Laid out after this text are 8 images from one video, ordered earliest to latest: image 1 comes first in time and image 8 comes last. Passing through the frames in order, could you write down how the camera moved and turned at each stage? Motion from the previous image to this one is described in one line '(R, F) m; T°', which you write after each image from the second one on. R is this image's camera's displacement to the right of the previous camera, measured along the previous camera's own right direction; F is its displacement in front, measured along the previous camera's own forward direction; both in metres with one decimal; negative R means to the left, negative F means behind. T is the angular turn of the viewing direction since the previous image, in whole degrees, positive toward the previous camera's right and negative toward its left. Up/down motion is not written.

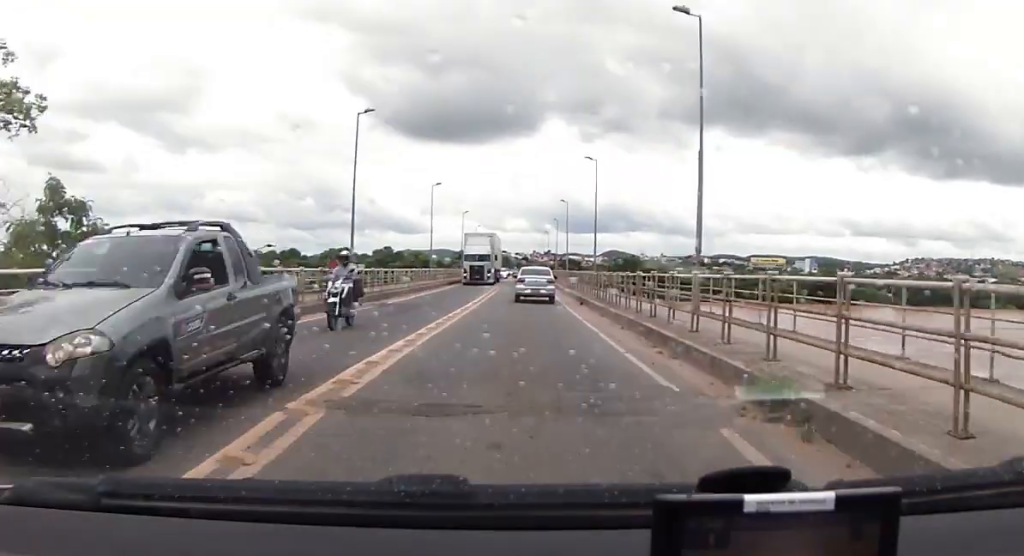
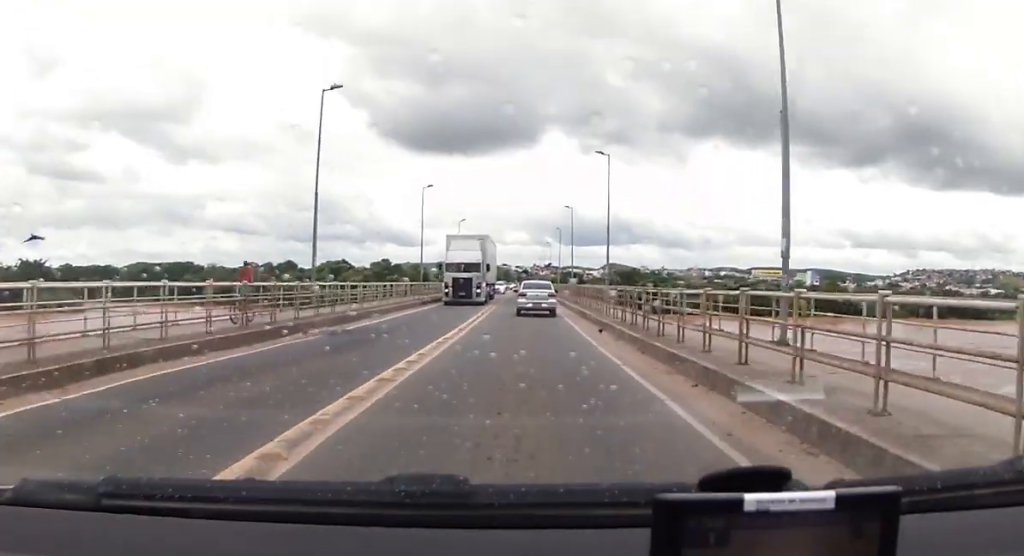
(-0.2, +6.7) m; -1°
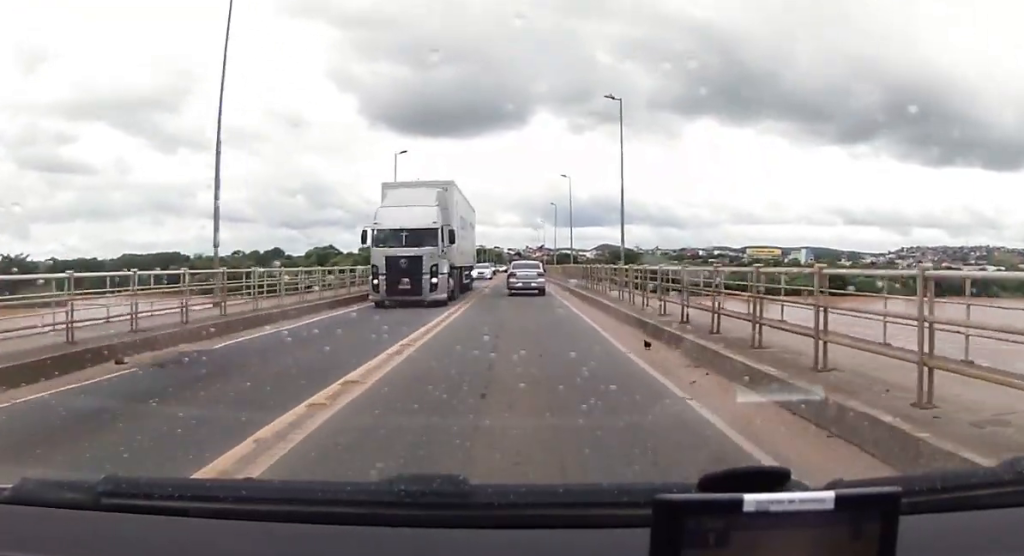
(+0.1, +8.9) m; 0°
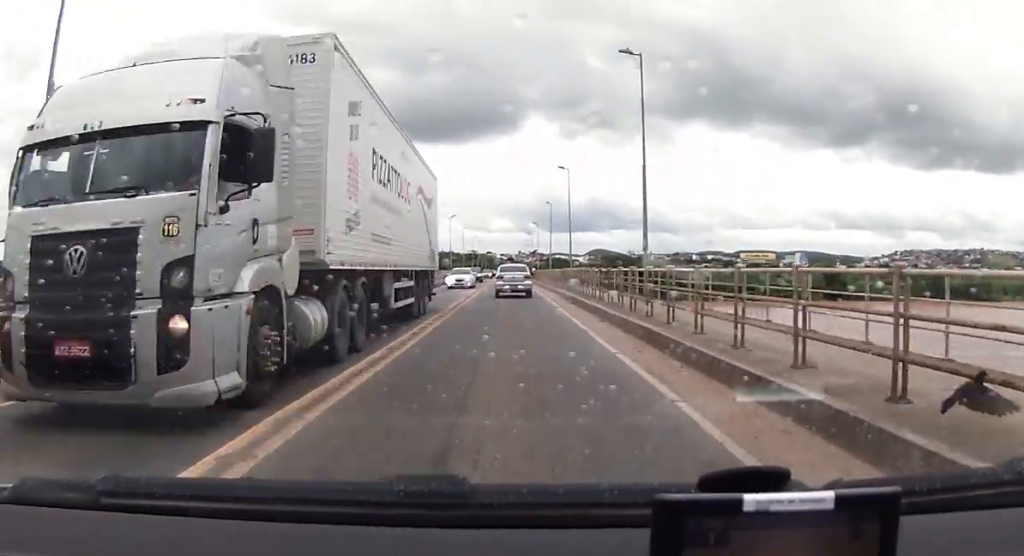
(-0.1, +7.8) m; 0°
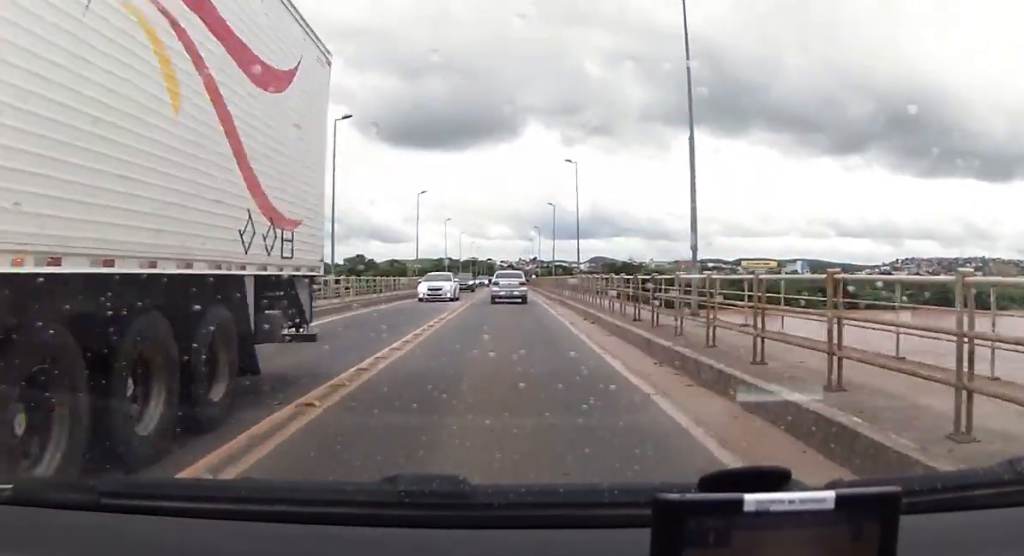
(0.0, +6.9) m; 0°
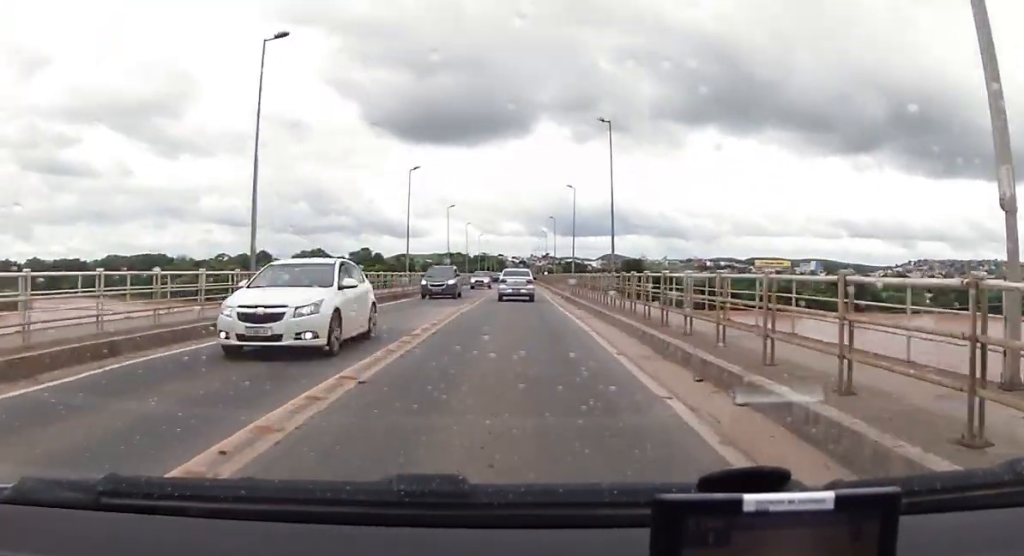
(0.0, +11.8) m; 0°
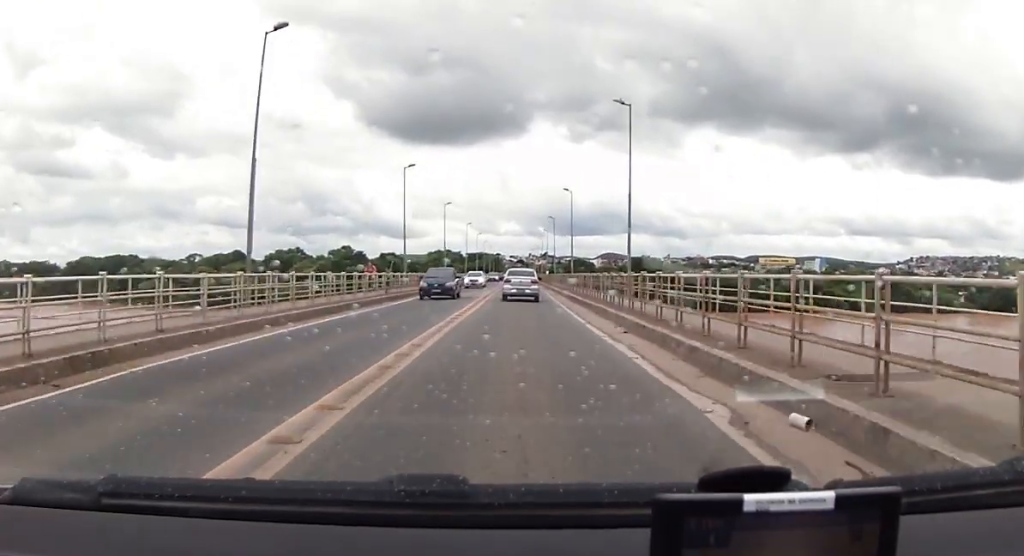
(-0.1, +31.5) m; -1°
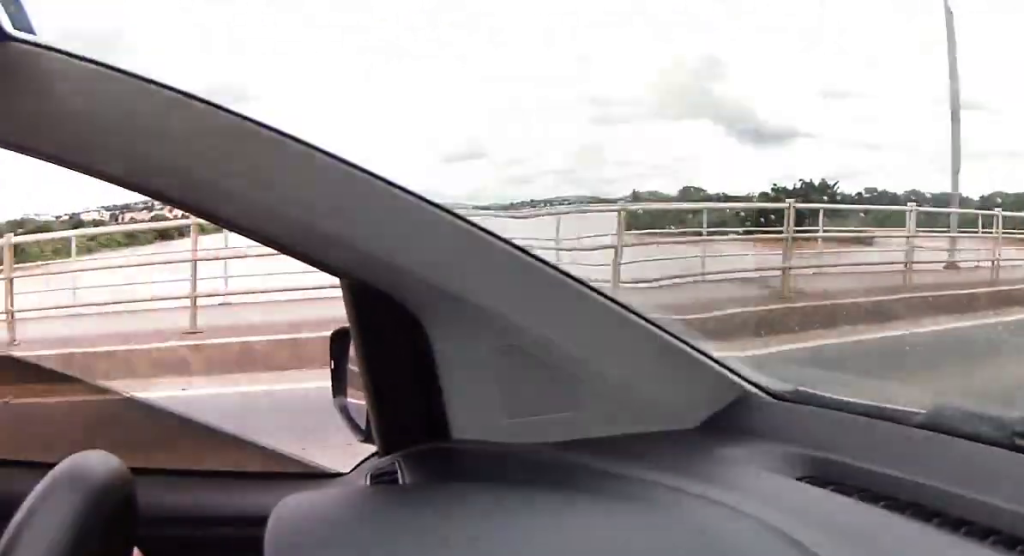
(0.0, +10.9) m; +1°
